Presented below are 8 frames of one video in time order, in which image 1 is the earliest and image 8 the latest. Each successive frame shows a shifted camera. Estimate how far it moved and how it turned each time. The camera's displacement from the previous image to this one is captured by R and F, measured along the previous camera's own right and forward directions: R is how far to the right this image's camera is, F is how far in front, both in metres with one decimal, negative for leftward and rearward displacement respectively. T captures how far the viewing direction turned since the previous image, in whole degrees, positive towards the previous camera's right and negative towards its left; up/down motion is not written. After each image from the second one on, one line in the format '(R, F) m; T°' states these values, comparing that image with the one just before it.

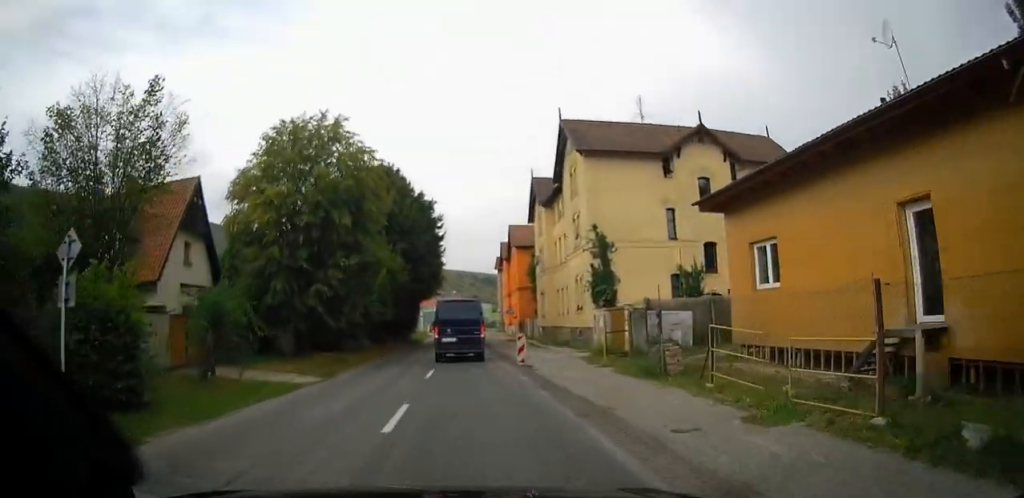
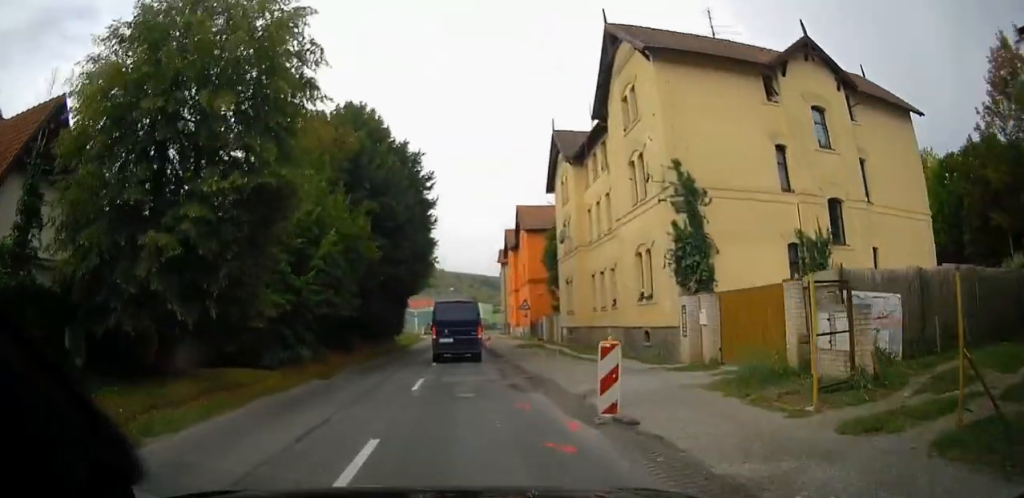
(0.0, +12.5) m; 0°
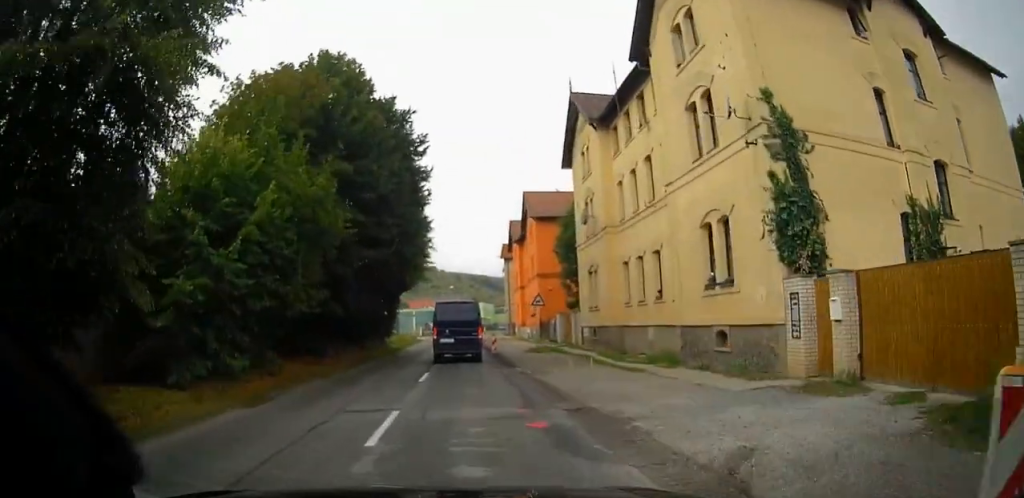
(0.0, +6.4) m; 0°
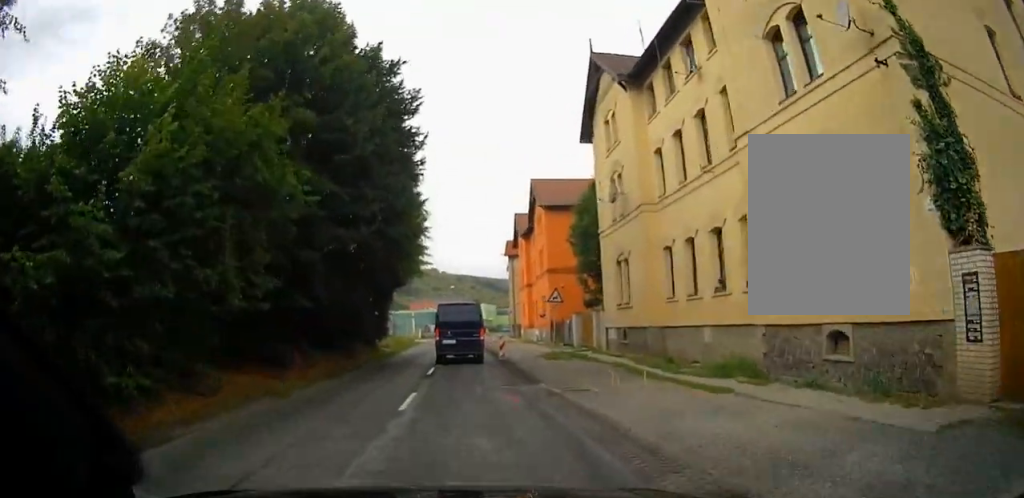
(0.0, +5.2) m; 0°
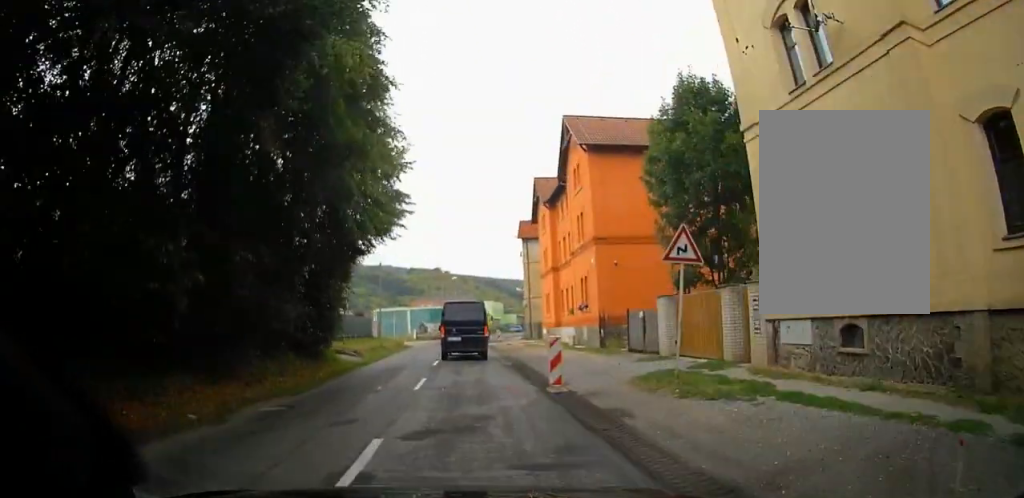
(+0.1, +14.9) m; +1°
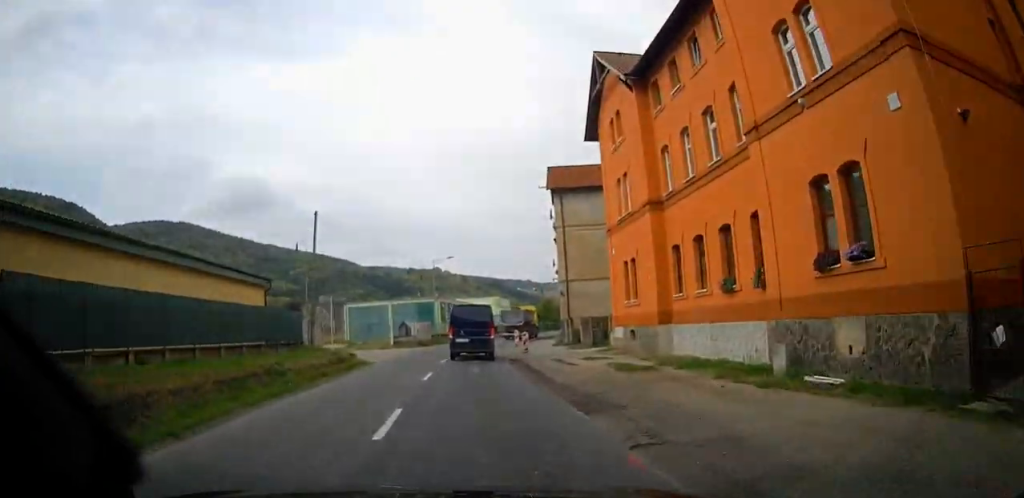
(-0.4, +23.5) m; 0°
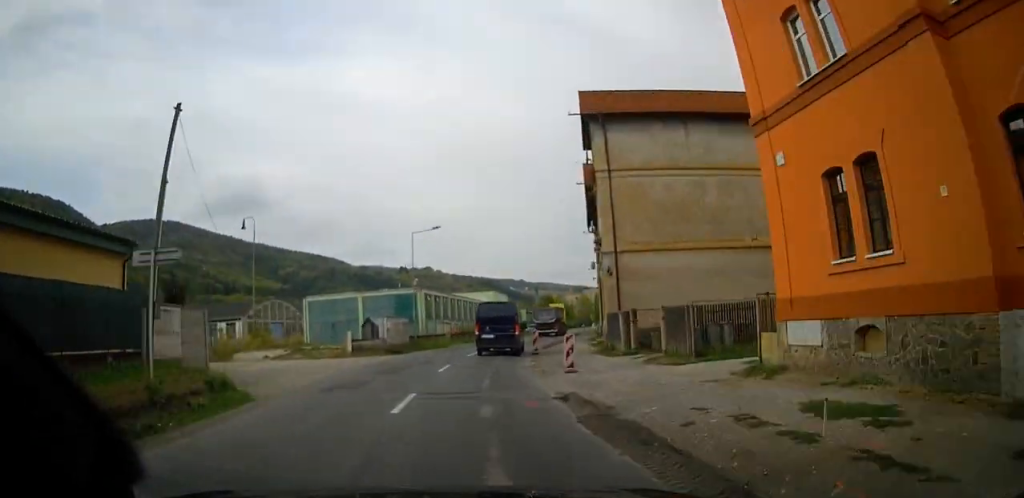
(+0.6, +15.3) m; +3°
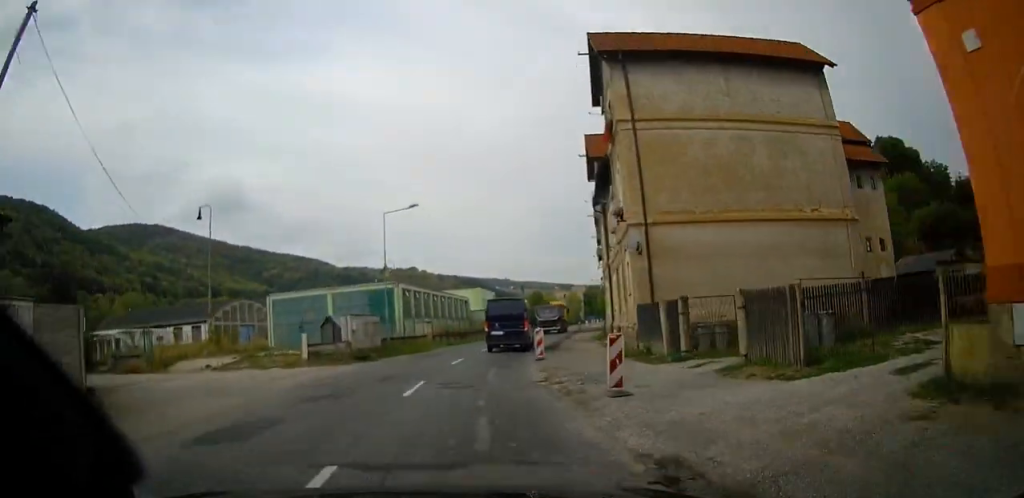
(0.0, +6.7) m; +1°
